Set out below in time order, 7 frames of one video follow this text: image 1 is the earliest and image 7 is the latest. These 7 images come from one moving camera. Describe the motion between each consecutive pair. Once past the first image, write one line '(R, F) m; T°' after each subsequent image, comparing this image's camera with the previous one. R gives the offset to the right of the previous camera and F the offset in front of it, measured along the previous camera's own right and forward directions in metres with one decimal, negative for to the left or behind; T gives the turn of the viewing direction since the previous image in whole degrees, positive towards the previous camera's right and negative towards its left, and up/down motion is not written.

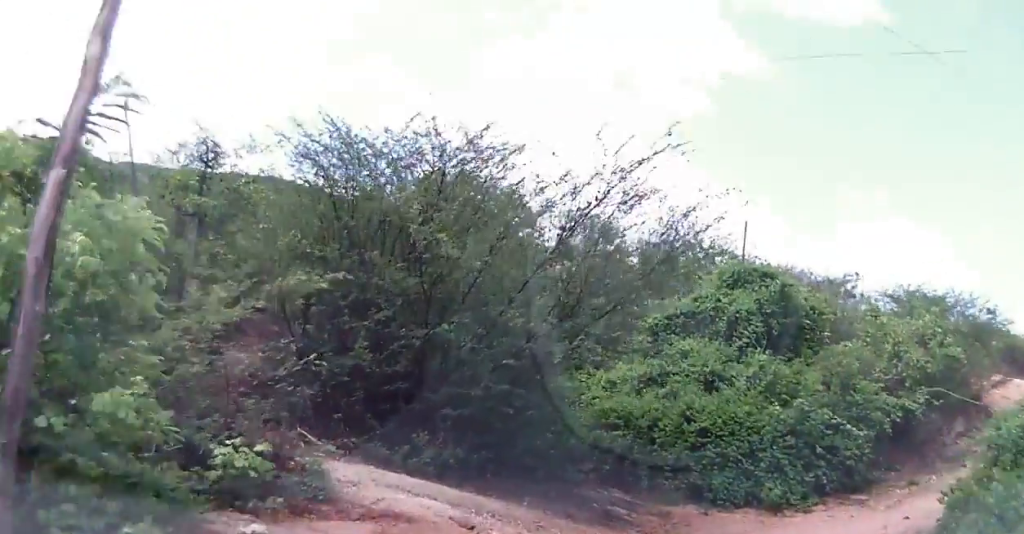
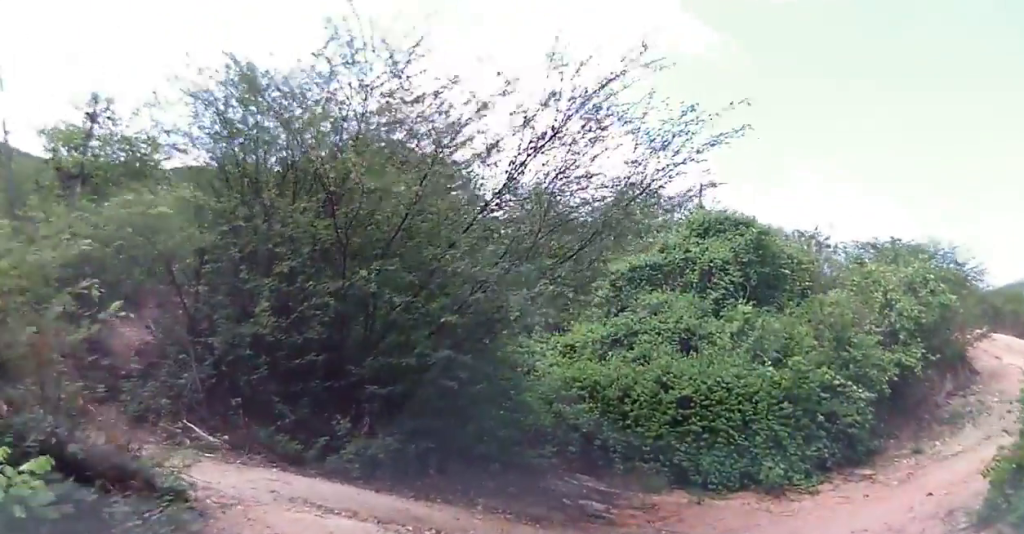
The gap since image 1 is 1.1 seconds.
(+0.1, +2.5) m; +8°
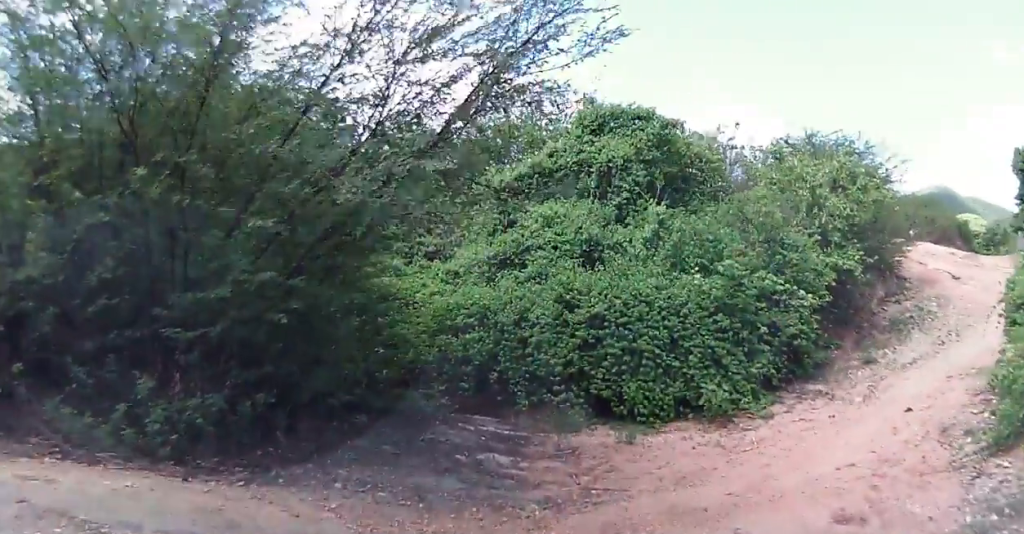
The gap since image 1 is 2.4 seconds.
(+0.3, +2.5) m; +11°
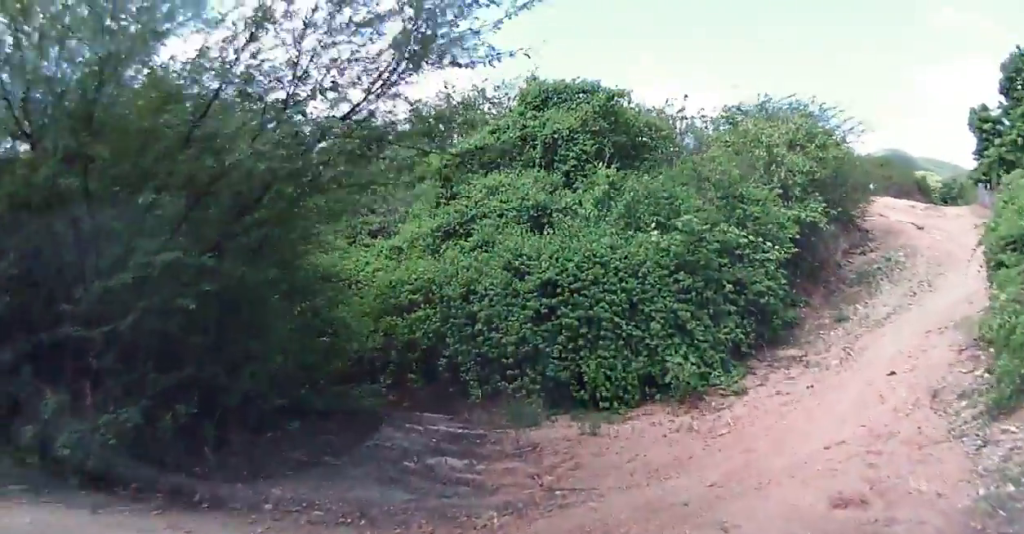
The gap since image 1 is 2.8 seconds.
(0.0, +0.8) m; +4°
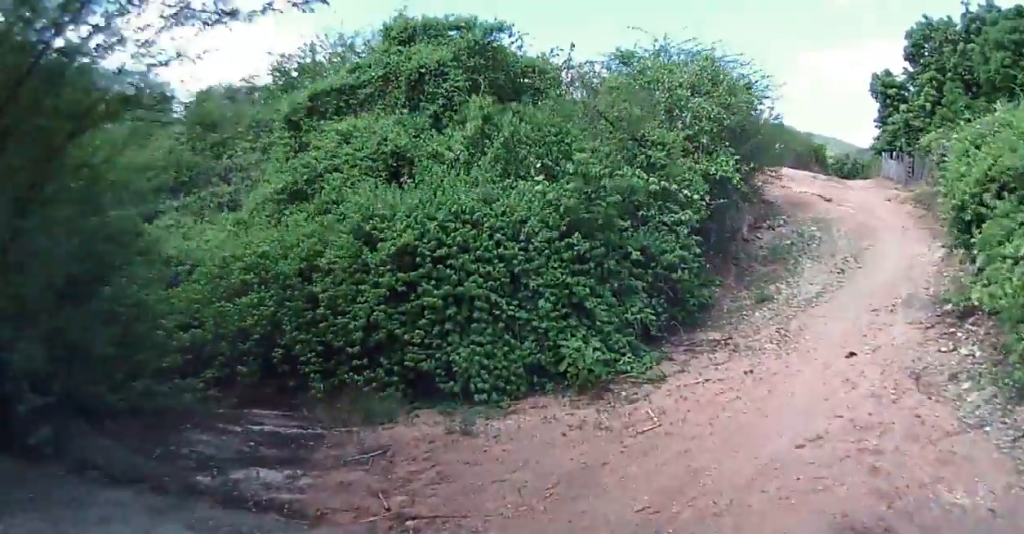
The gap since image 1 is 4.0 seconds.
(+0.3, +2.0) m; +12°
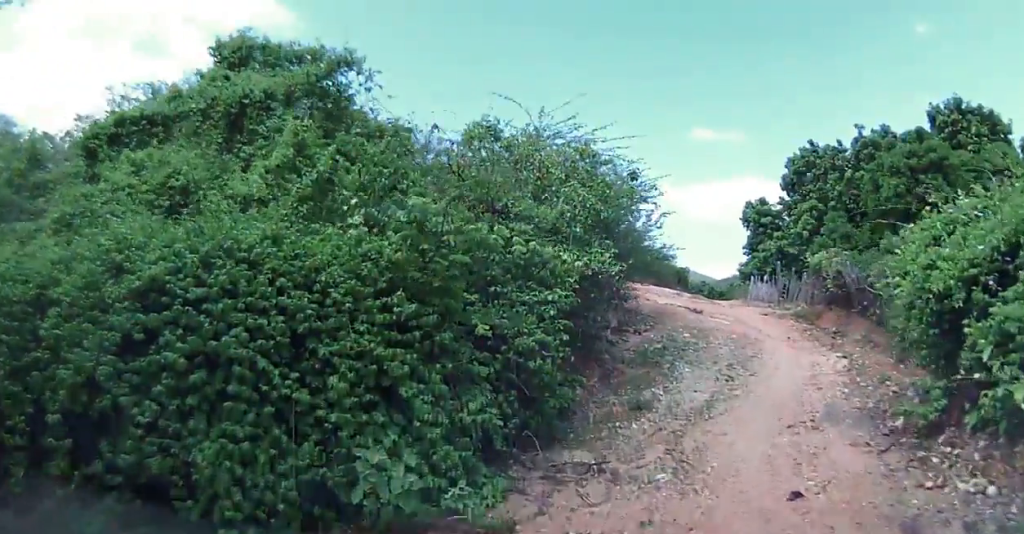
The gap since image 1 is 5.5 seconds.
(+0.1, +2.4) m; +11°
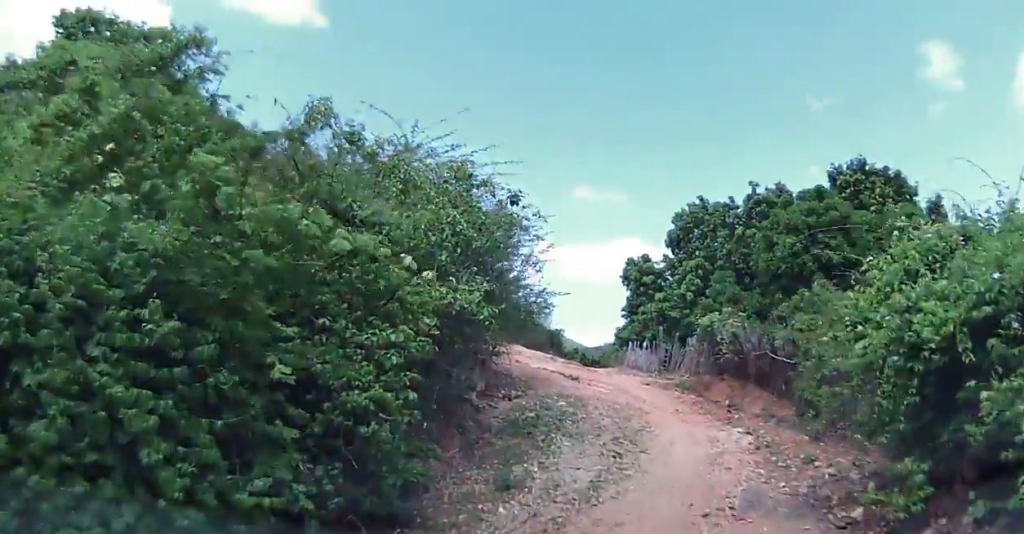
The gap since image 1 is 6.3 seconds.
(+0.1, +1.6) m; +10°
